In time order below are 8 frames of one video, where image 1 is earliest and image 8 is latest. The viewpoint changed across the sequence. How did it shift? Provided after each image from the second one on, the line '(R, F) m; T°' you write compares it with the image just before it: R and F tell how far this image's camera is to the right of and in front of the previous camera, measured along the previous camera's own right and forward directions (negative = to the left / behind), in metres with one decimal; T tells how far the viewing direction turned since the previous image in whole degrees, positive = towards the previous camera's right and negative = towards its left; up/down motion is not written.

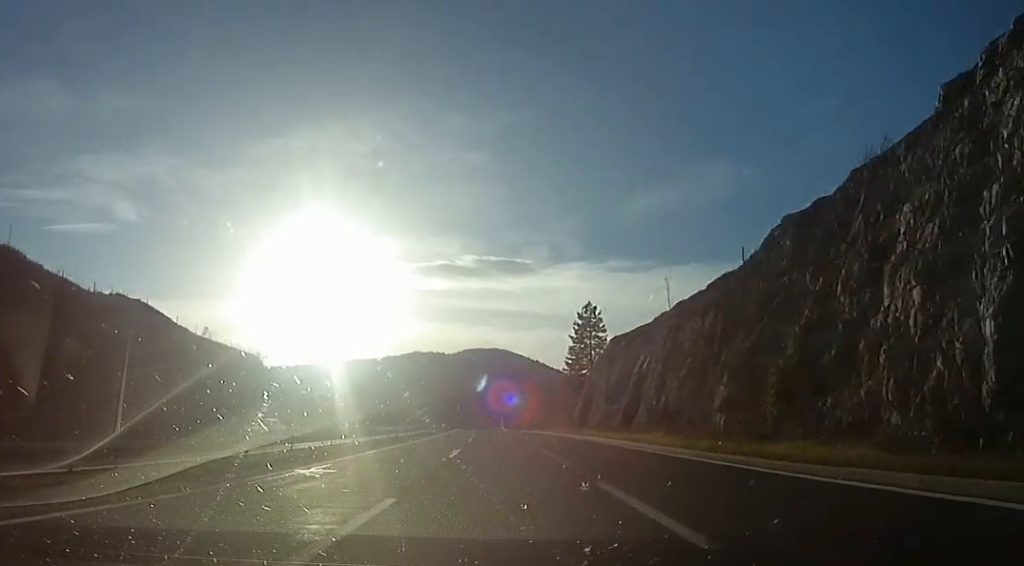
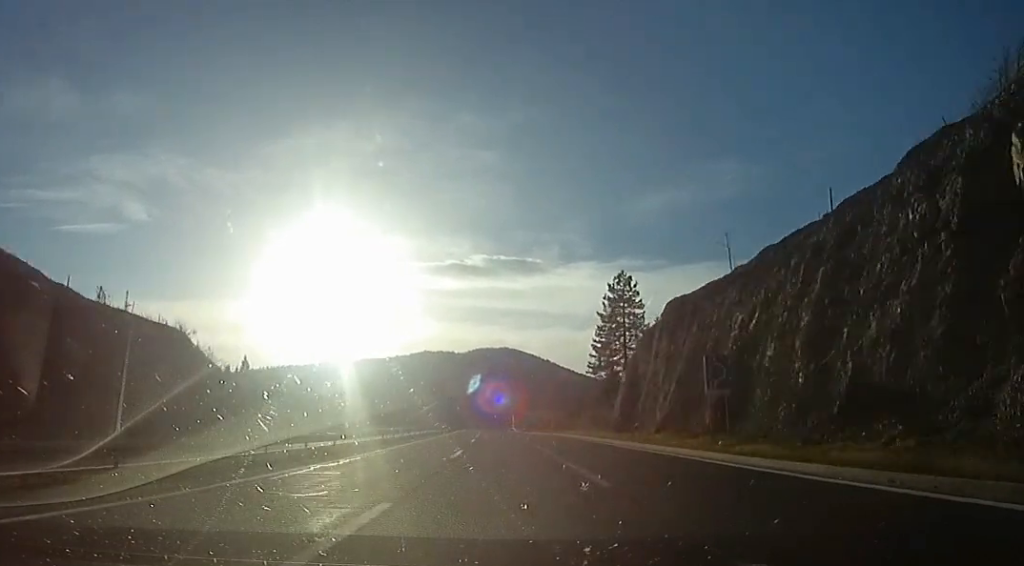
(+0.2, +18.8) m; -2°
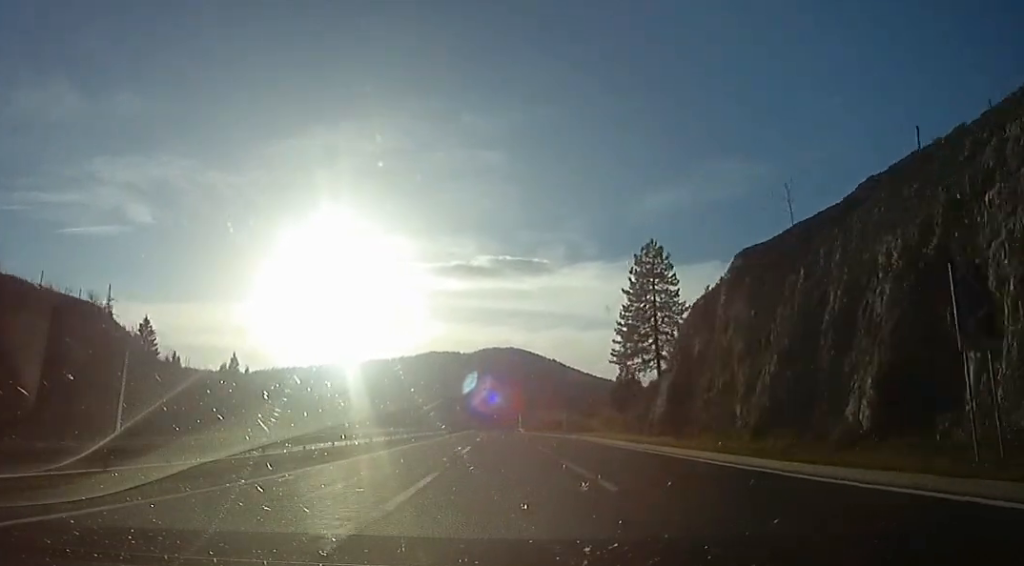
(+0.4, +12.5) m; -1°
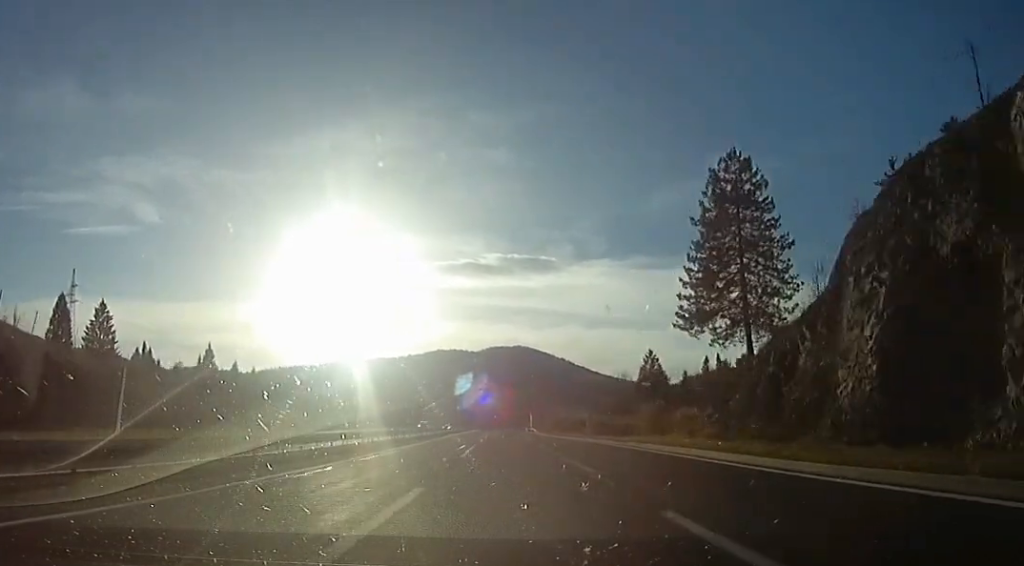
(-1.3, +21.1) m; -3°
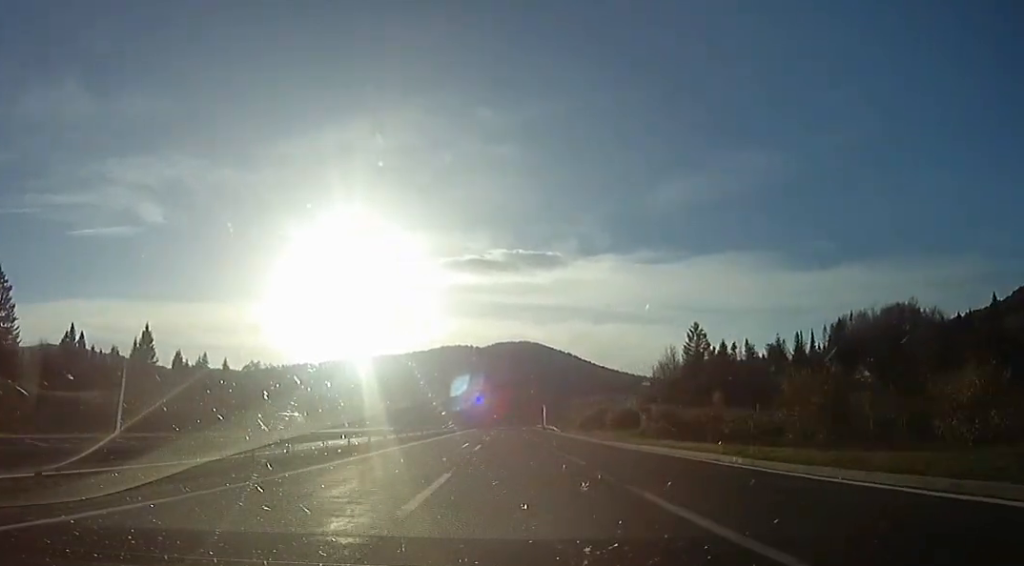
(-0.5, +33.2) m; -1°
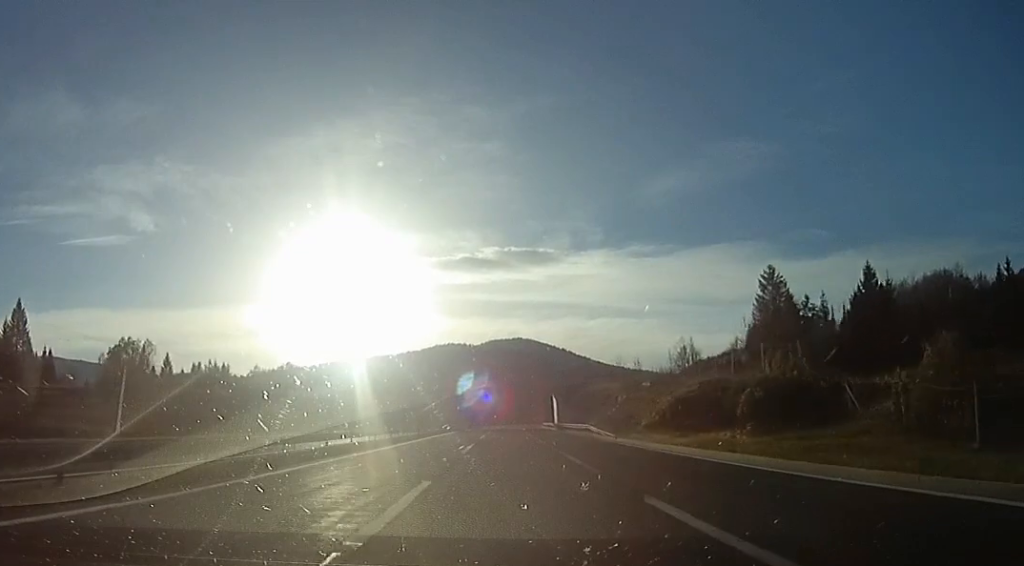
(0.0, +38.6) m; 0°
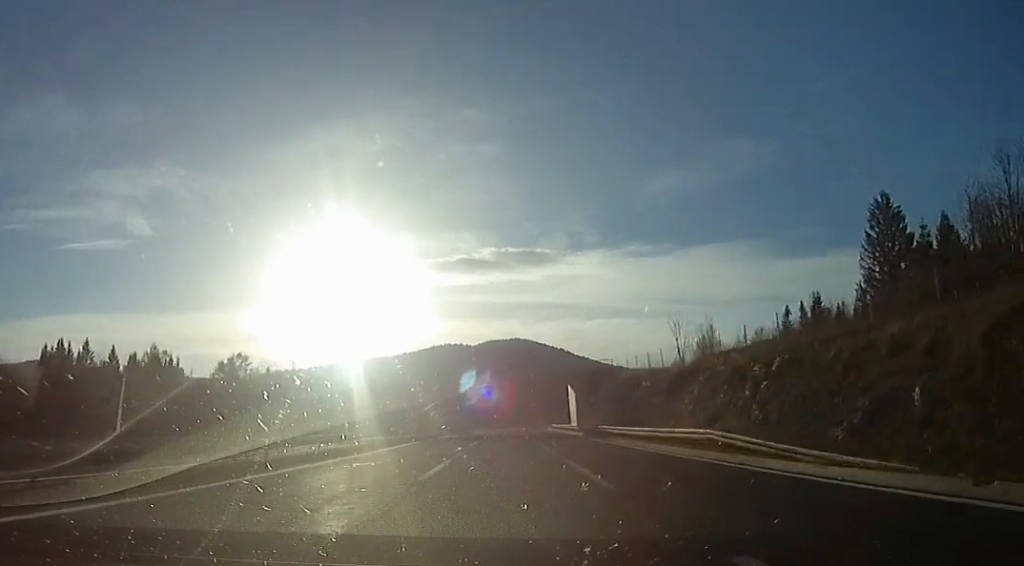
(0.0, +28.4) m; +1°
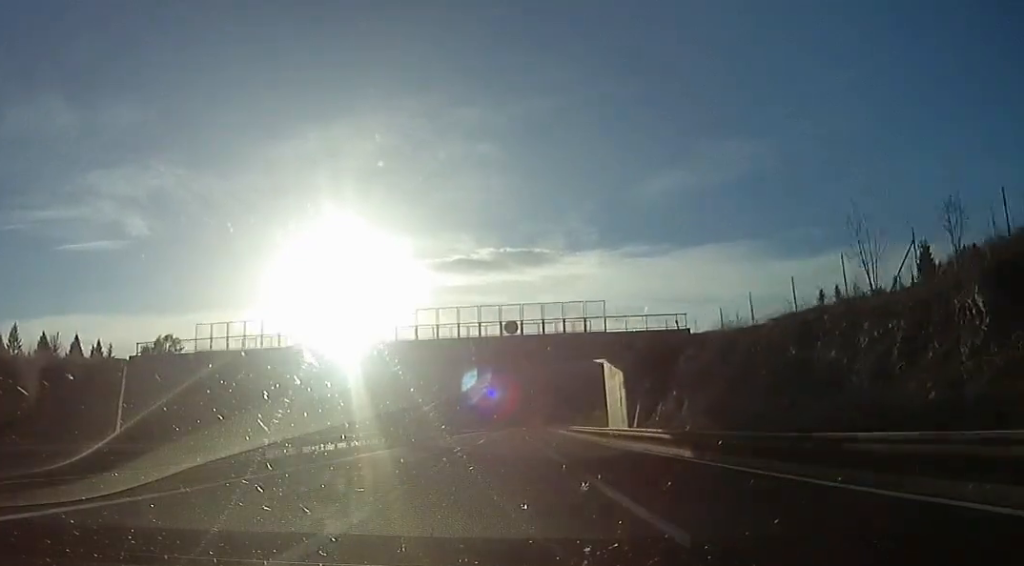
(+0.4, +28.9) m; +2°
